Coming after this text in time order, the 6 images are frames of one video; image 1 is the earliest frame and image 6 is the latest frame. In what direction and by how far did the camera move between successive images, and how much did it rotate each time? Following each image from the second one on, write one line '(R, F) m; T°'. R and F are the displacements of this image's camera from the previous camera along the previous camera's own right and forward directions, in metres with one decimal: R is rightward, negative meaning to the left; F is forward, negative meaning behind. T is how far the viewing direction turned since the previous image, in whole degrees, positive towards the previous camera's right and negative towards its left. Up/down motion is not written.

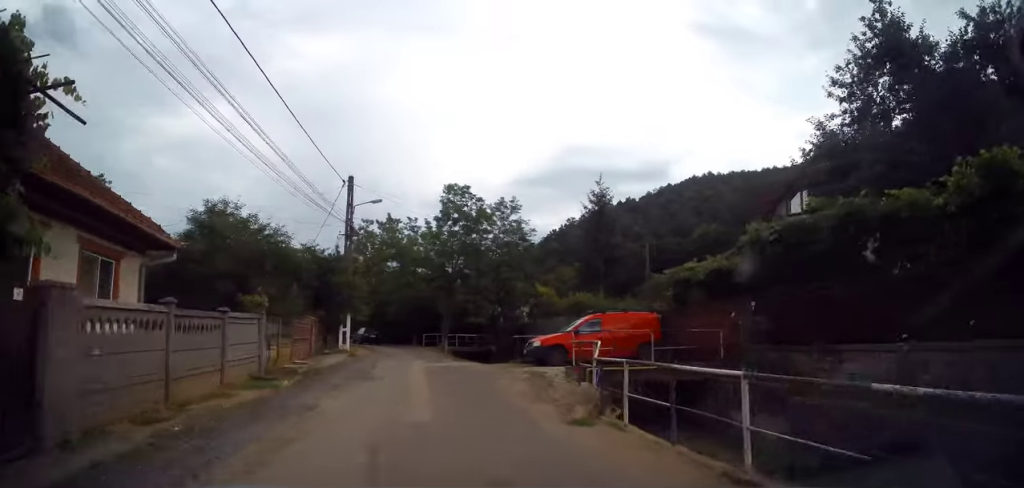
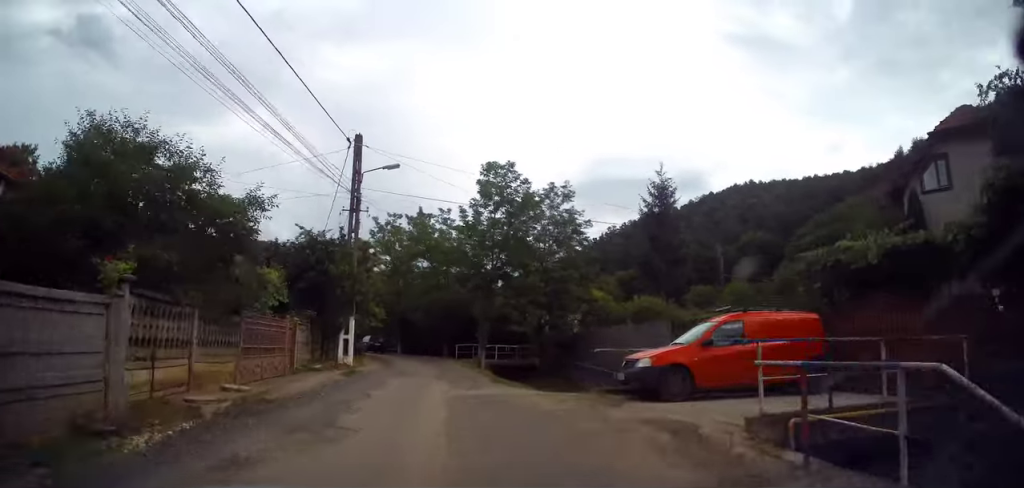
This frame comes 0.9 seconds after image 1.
(0.0, +6.8) m; -1°
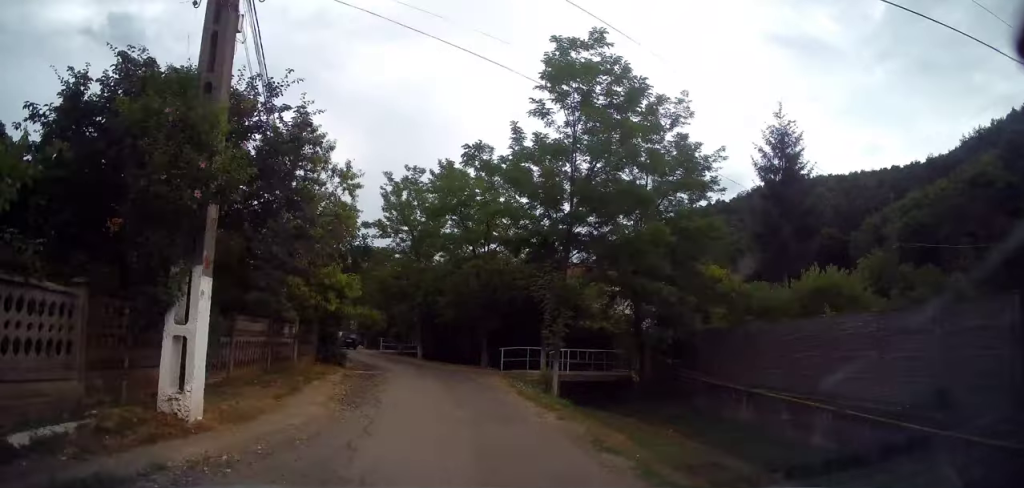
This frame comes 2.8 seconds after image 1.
(-0.5, +14.0) m; -4°
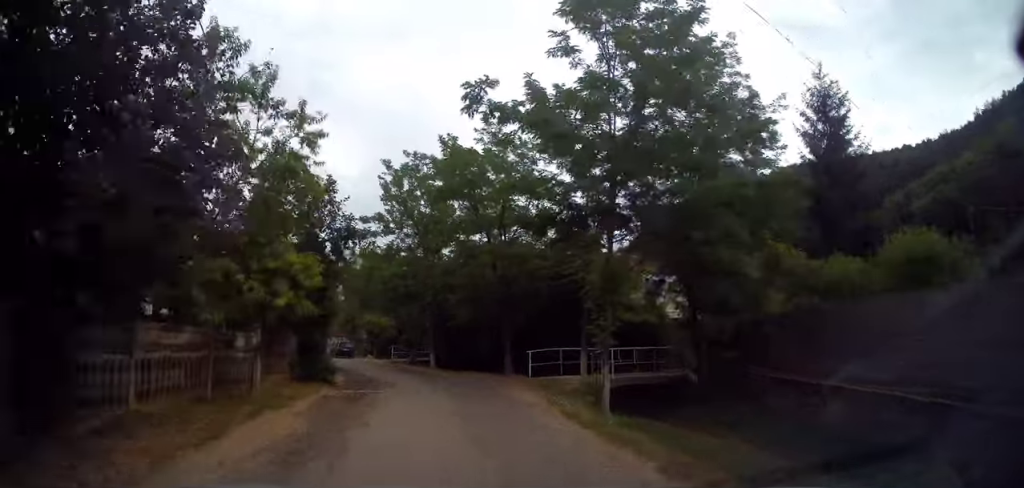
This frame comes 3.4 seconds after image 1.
(0.0, +4.1) m; -1°
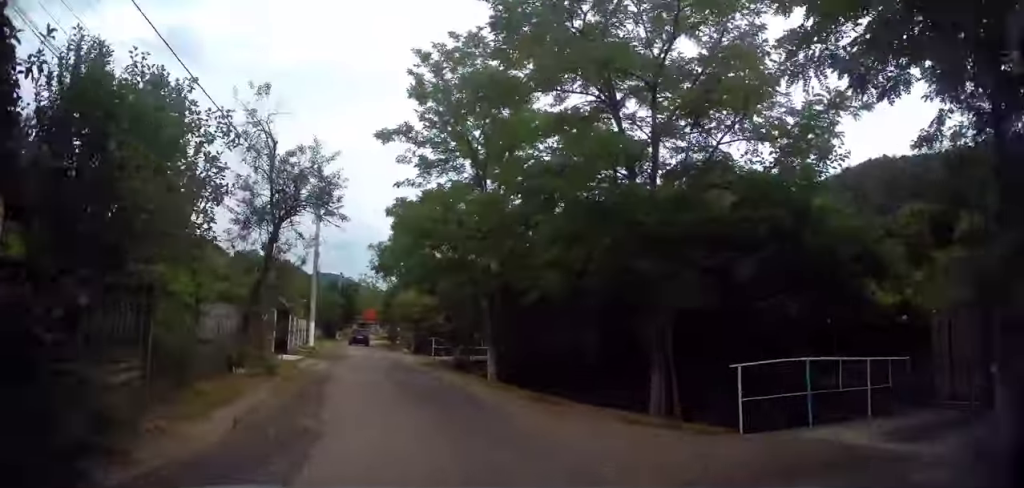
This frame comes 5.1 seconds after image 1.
(-0.5, +12.6) m; -7°
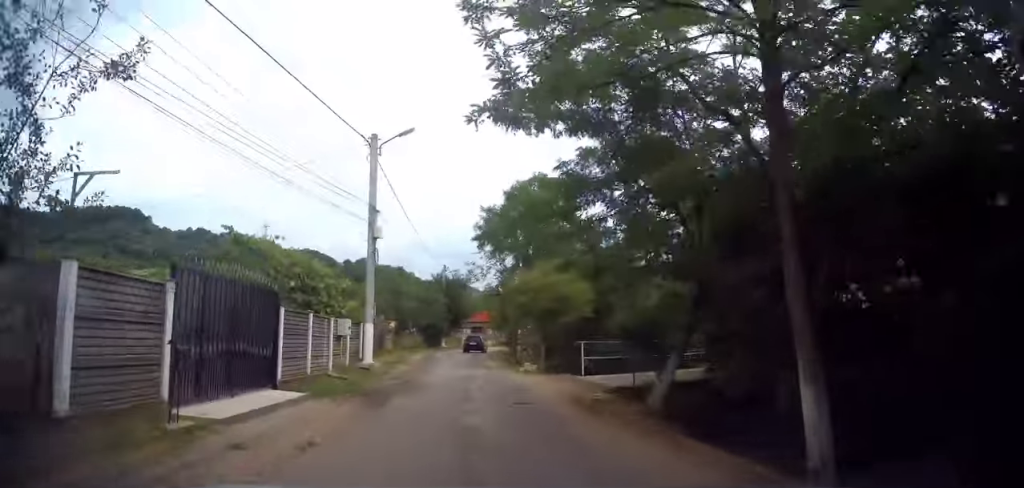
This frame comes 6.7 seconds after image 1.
(-1.7, +12.8) m; -12°
